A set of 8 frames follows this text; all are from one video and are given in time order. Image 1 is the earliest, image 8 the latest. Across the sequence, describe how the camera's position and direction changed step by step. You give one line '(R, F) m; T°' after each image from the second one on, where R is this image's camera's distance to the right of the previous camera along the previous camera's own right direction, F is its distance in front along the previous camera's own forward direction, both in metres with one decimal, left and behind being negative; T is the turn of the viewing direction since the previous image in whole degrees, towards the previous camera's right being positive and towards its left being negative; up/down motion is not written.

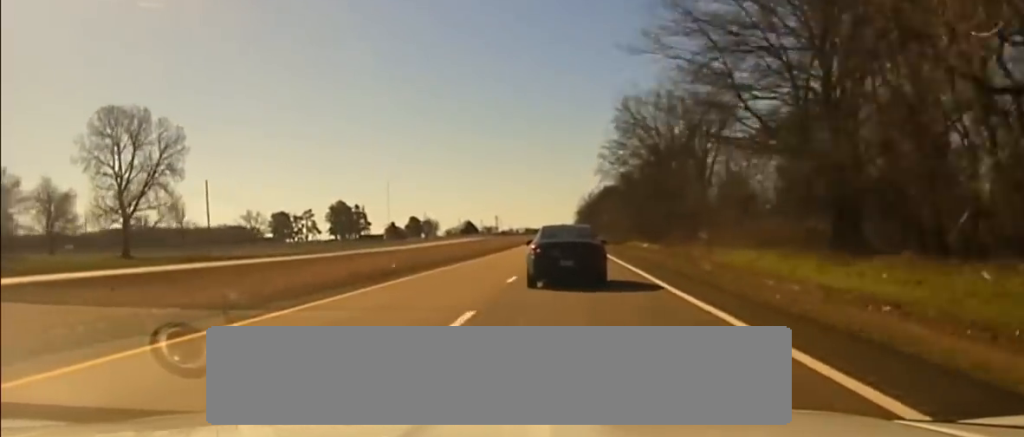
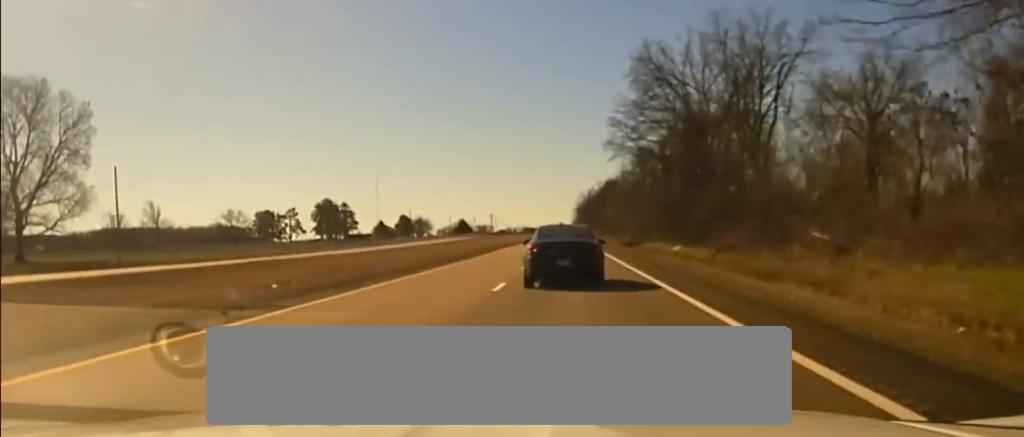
(0.0, +24.7) m; 0°
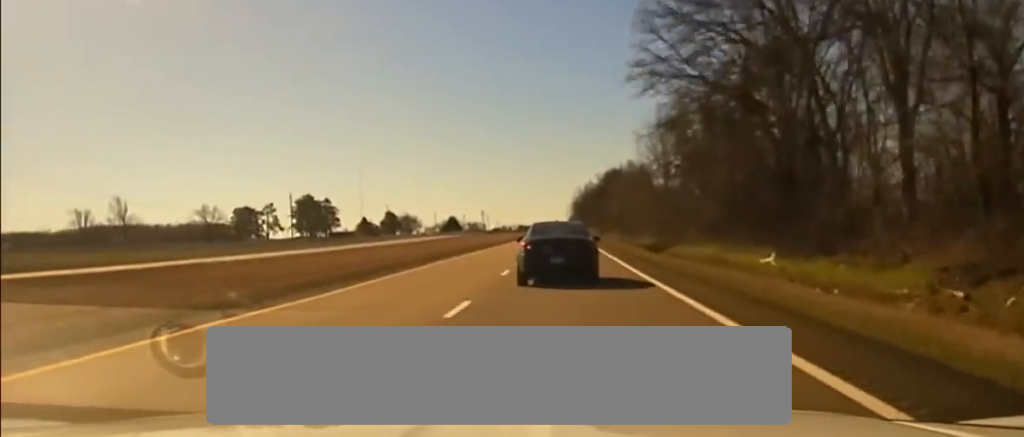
(+0.2, +26.6) m; 0°
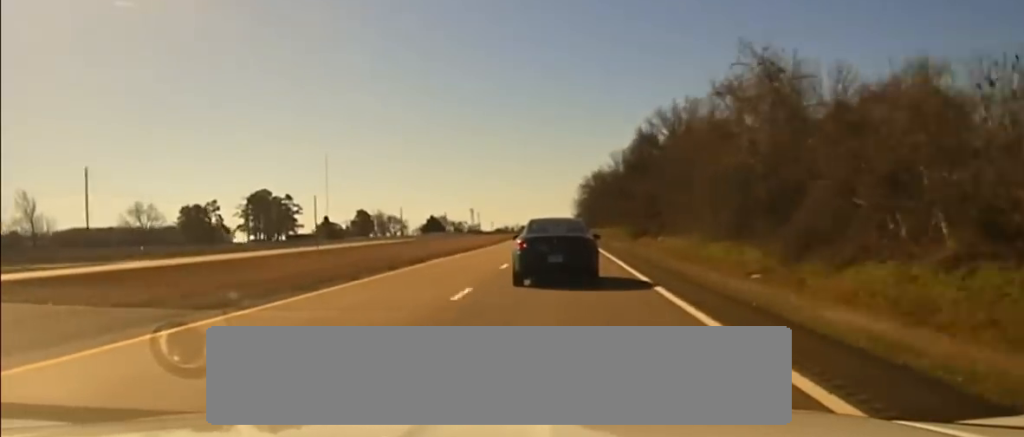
(0.0, +80.7) m; 0°
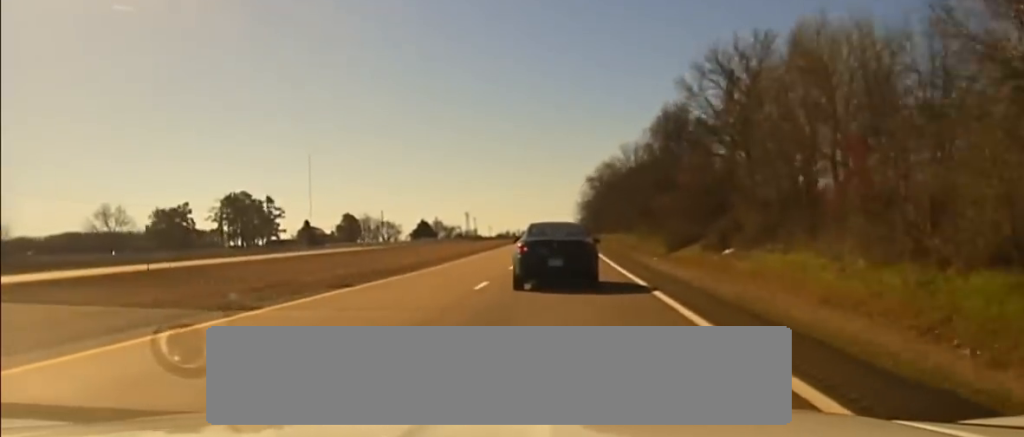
(+0.1, +37.1) m; 0°
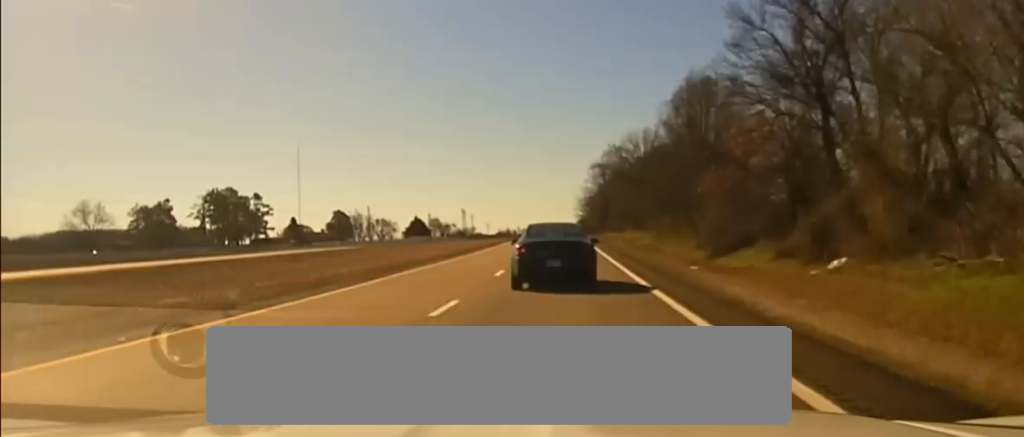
(+0.1, +21.7) m; 0°
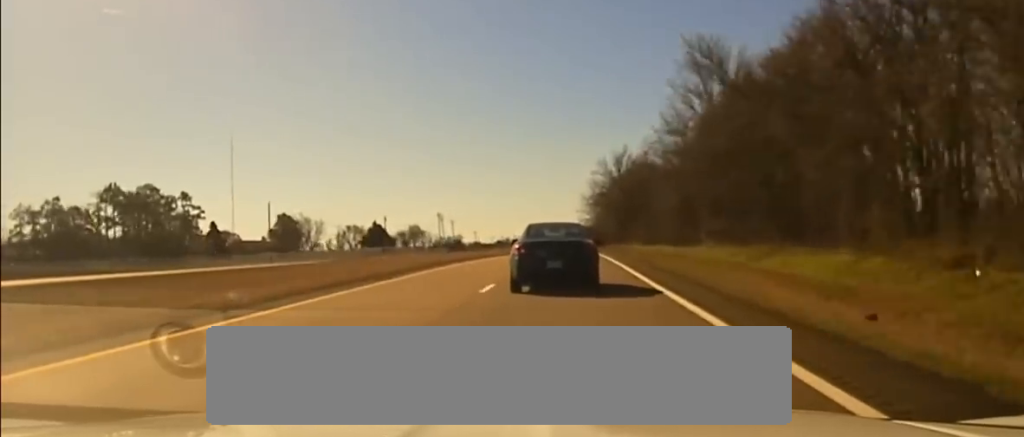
(-1.6, +83.2) m; -1°
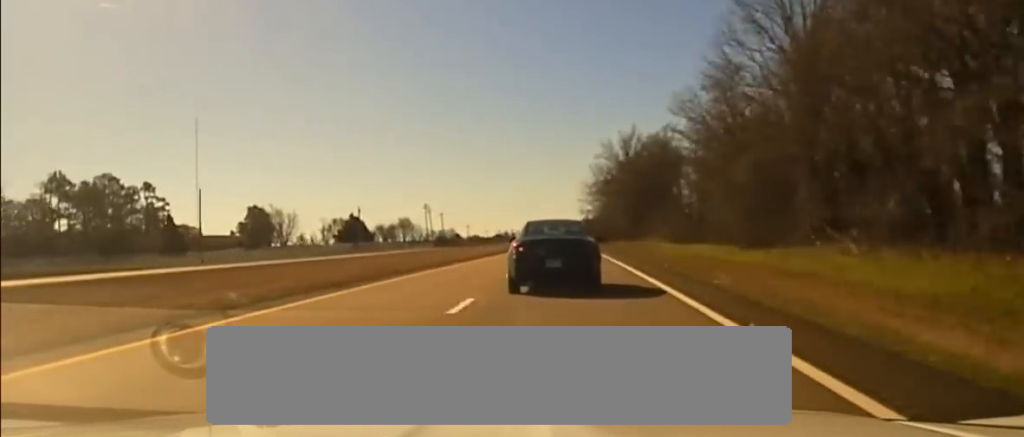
(+0.5, +31.1) m; 0°
